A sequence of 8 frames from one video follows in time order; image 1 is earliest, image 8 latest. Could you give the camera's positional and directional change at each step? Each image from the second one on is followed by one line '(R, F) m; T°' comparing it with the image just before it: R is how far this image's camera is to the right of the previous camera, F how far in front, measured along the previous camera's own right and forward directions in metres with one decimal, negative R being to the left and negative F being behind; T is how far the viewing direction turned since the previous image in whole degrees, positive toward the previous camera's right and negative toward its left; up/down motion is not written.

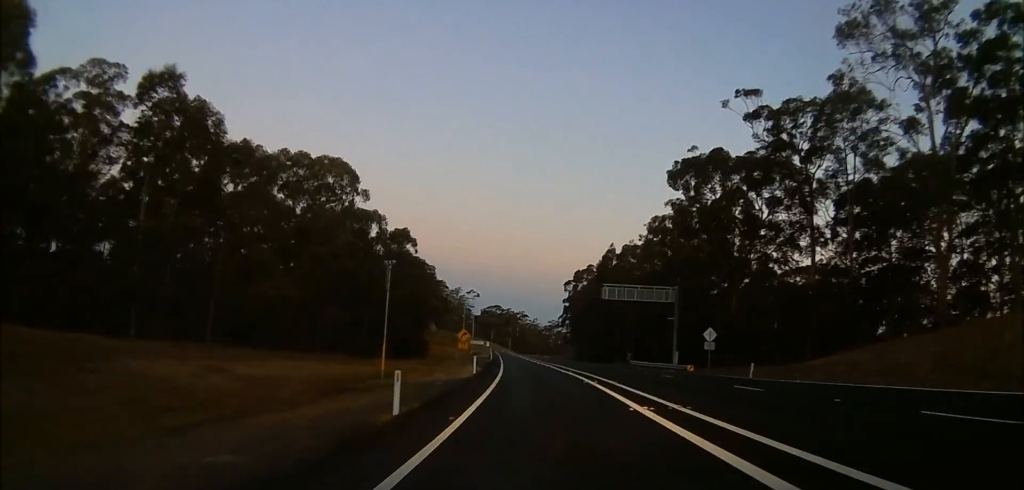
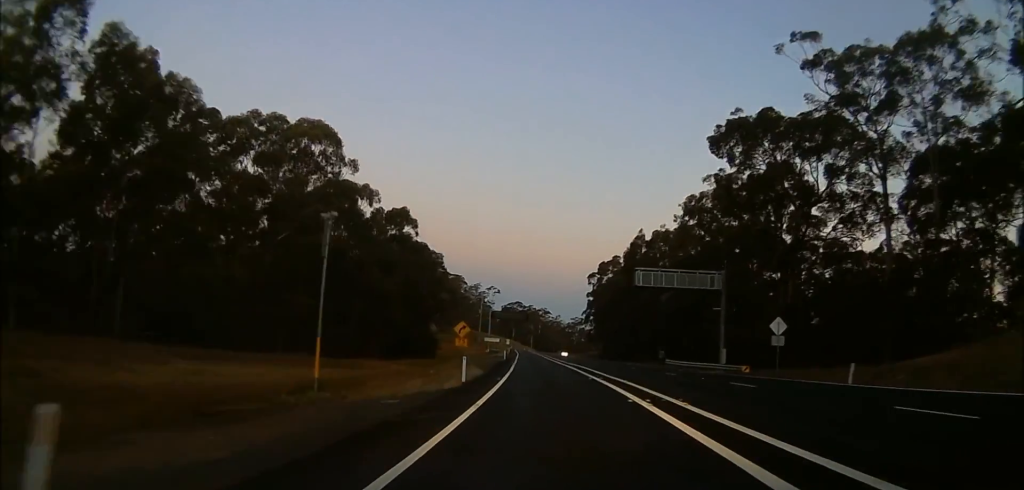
(0.0, +10.3) m; -1°
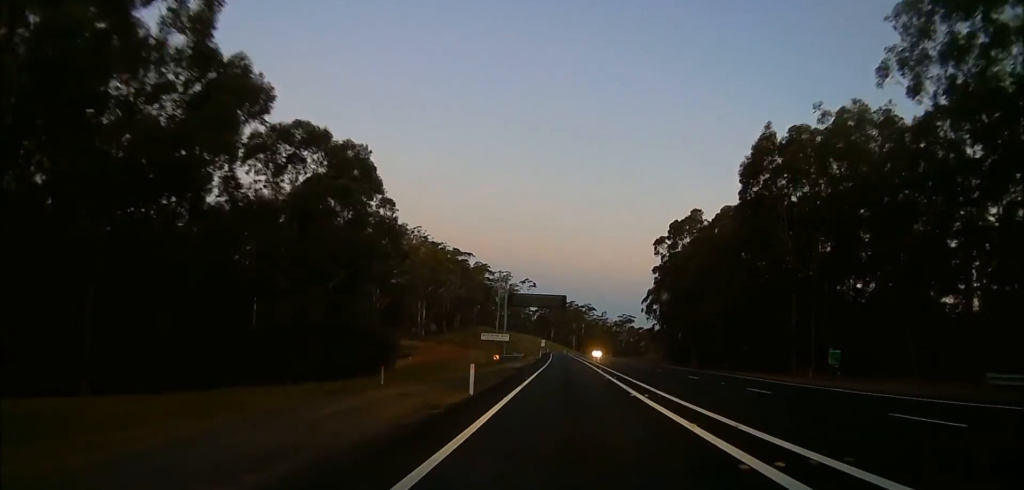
(-3.5, +45.7) m; -7°
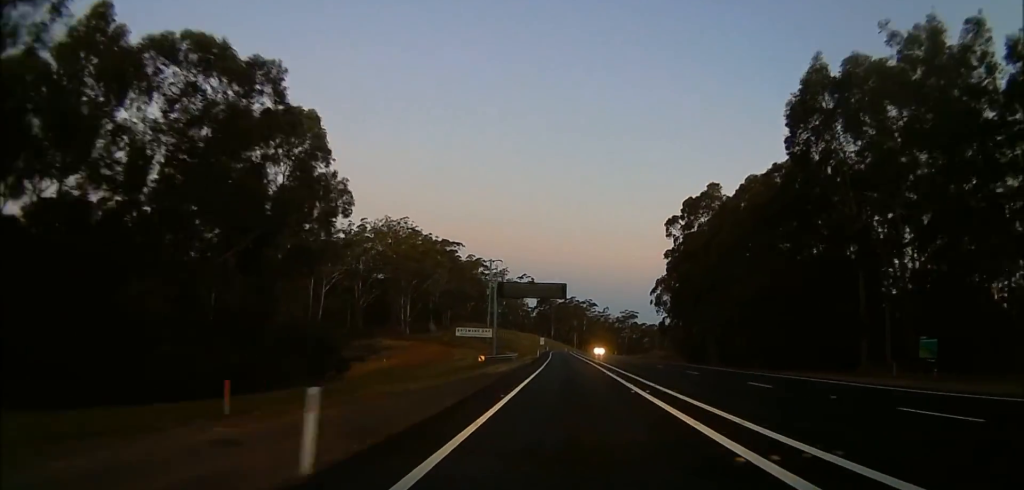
(-0.1, +12.3) m; +1°
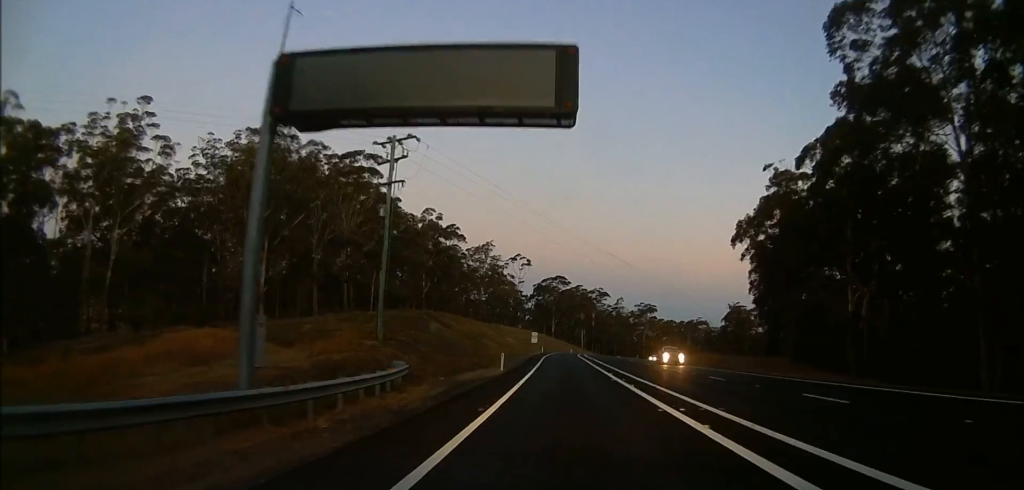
(+0.6, +54.6) m; -1°
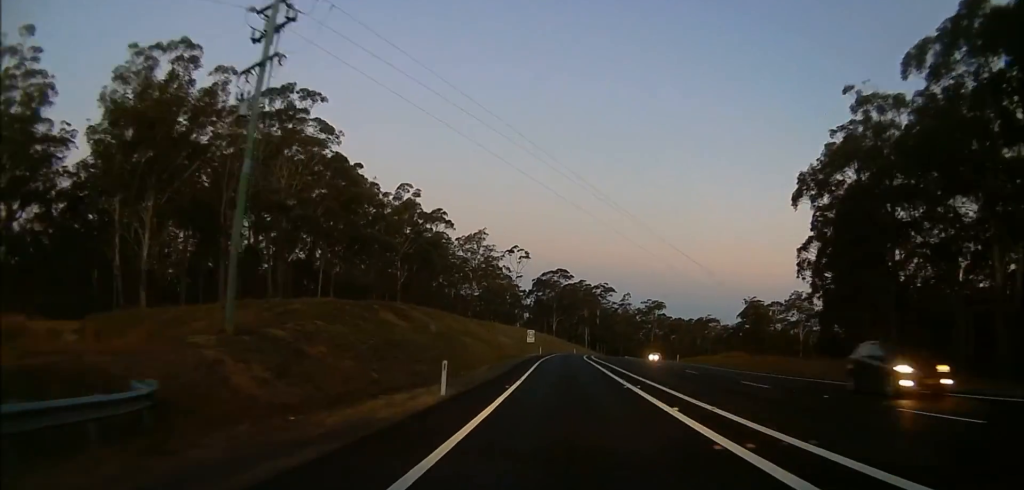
(-0.1, +17.6) m; 0°
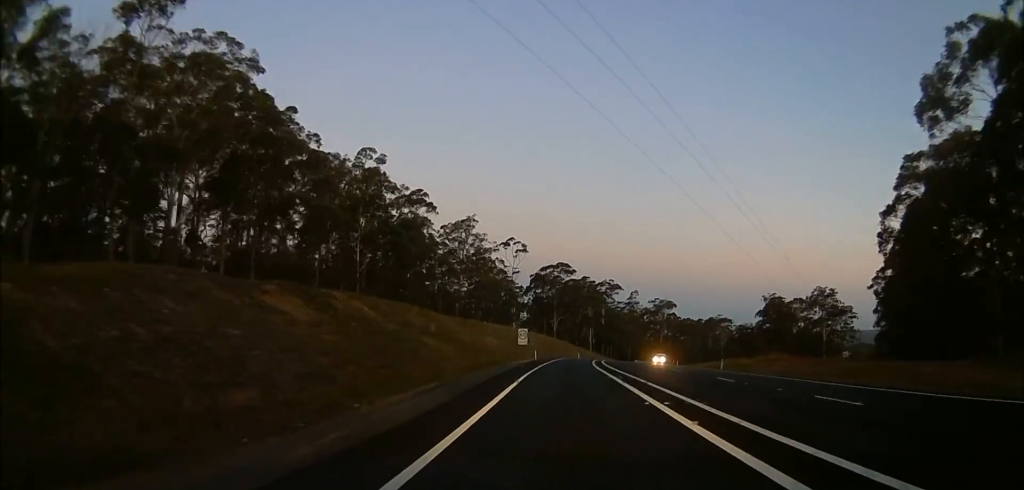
(+0.1, +18.9) m; 0°
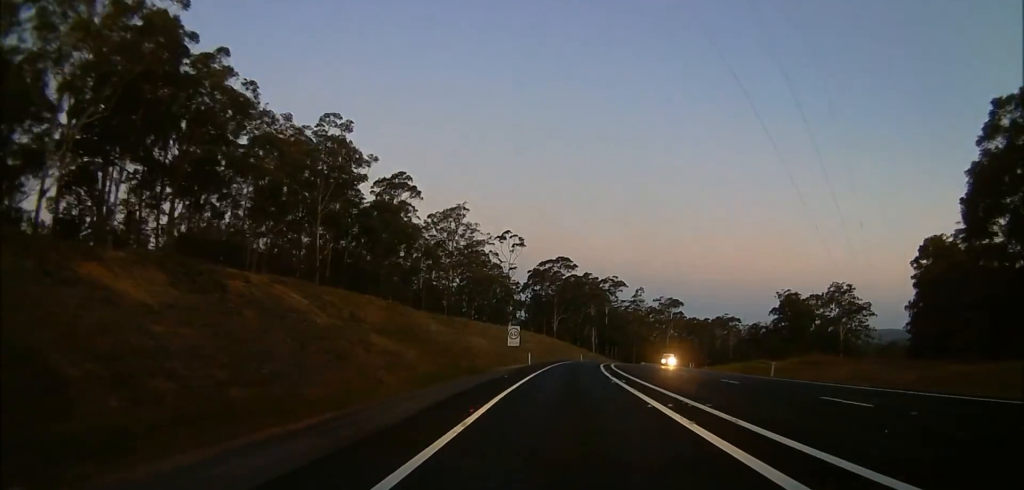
(+0.1, +12.4) m; 0°
